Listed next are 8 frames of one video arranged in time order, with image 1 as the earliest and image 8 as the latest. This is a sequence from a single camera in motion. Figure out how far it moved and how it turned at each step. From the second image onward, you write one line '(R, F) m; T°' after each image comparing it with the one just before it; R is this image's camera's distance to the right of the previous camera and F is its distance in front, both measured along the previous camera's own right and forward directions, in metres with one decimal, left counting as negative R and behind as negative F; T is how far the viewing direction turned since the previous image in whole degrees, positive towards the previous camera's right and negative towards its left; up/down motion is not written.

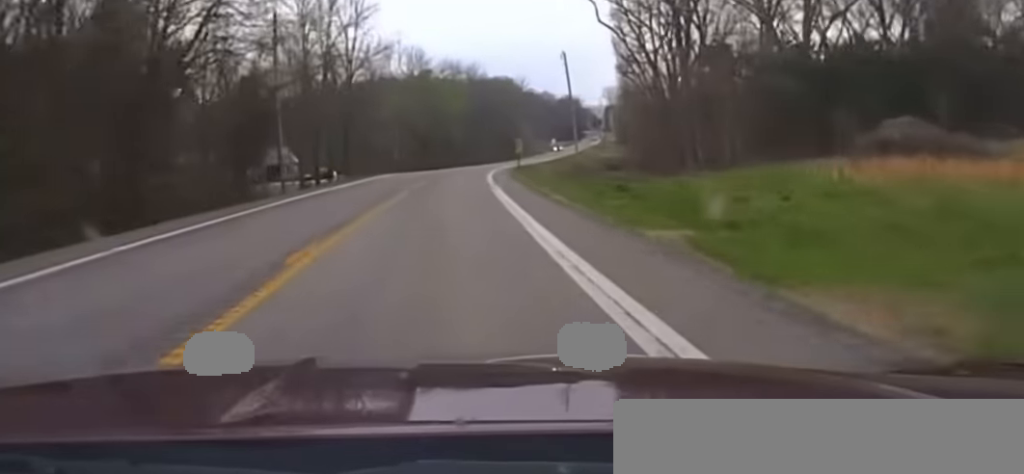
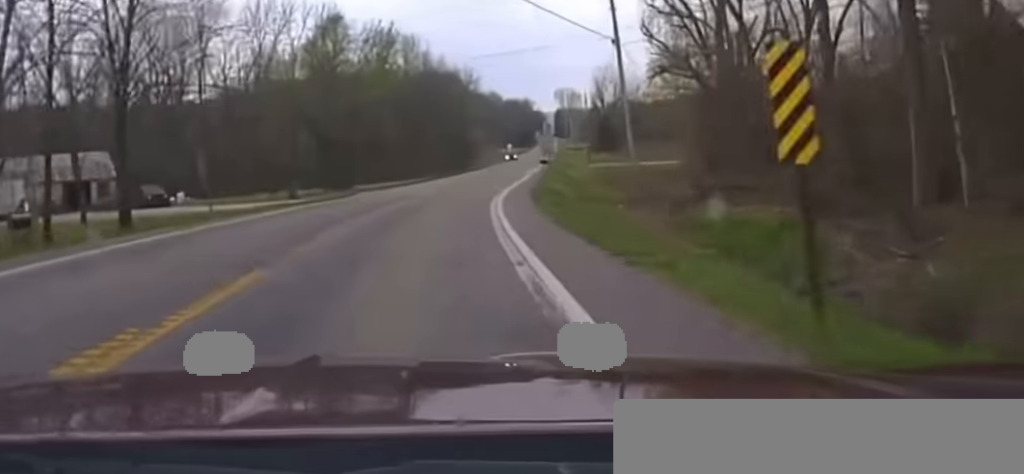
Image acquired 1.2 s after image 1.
(+0.4, +53.1) m; +2°
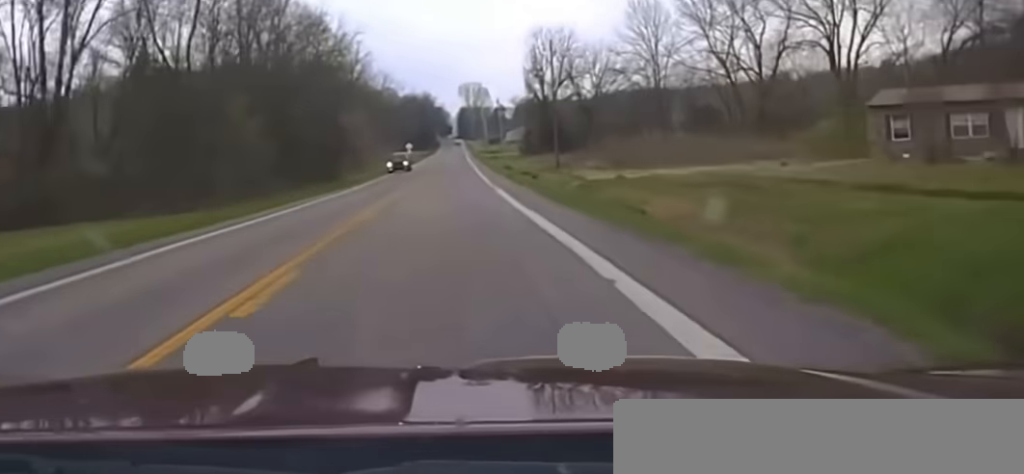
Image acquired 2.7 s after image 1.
(+3.0, +72.1) m; +4°
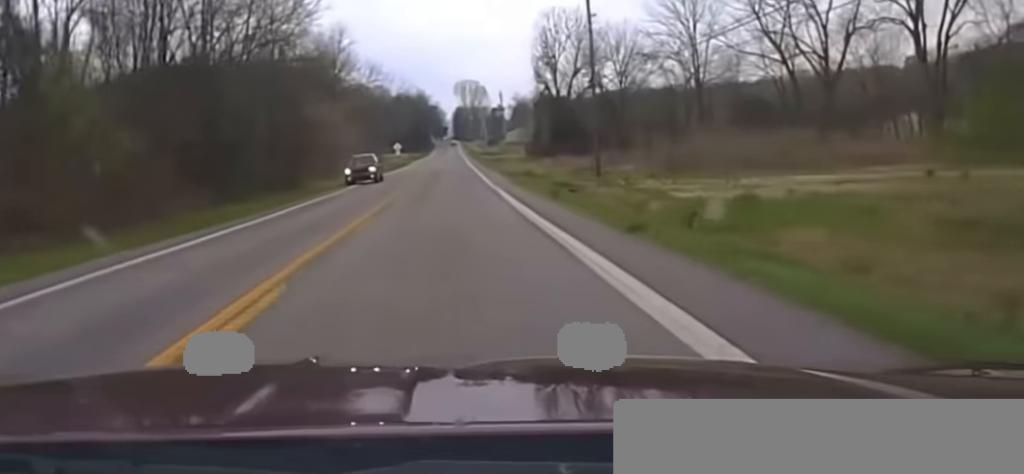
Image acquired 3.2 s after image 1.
(+0.4, +29.9) m; +1°
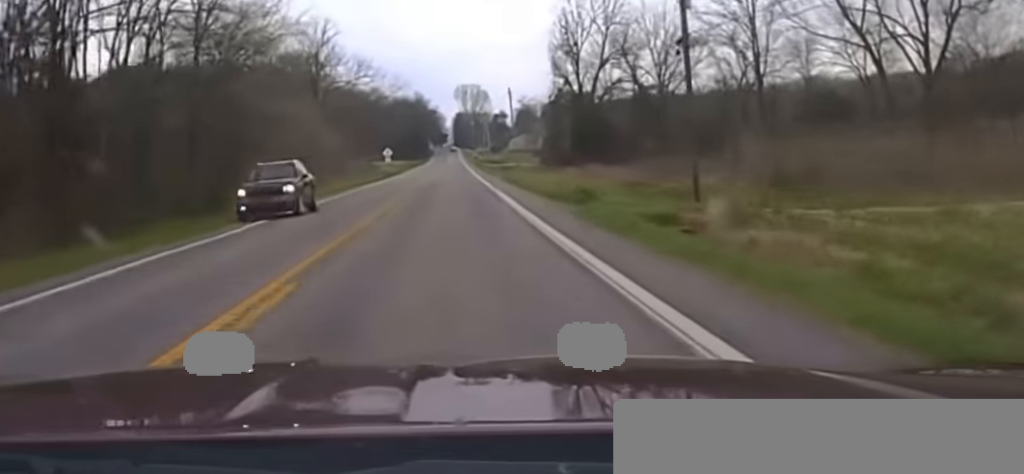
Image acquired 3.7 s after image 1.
(+0.2, +27.0) m; +1°
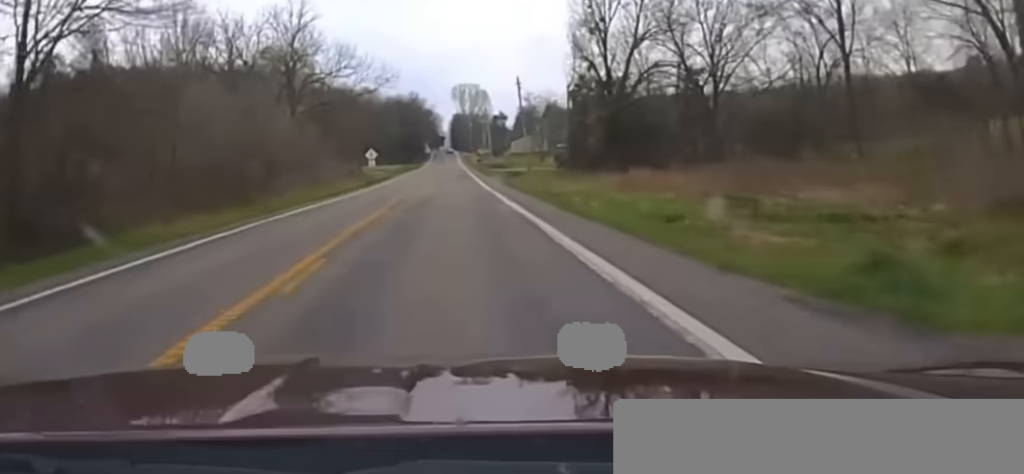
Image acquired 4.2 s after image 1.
(+0.3, +24.0) m; 0°
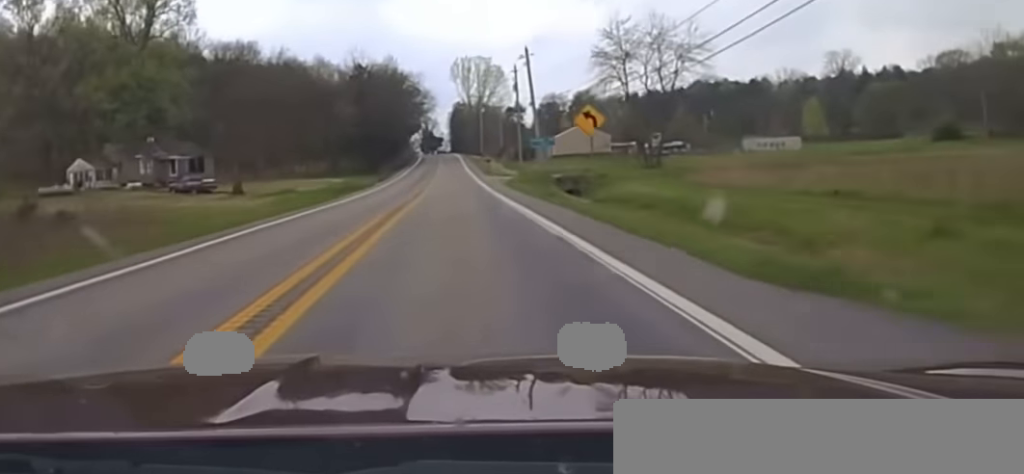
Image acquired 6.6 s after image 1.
(-0.2, +118.3) m; 0°
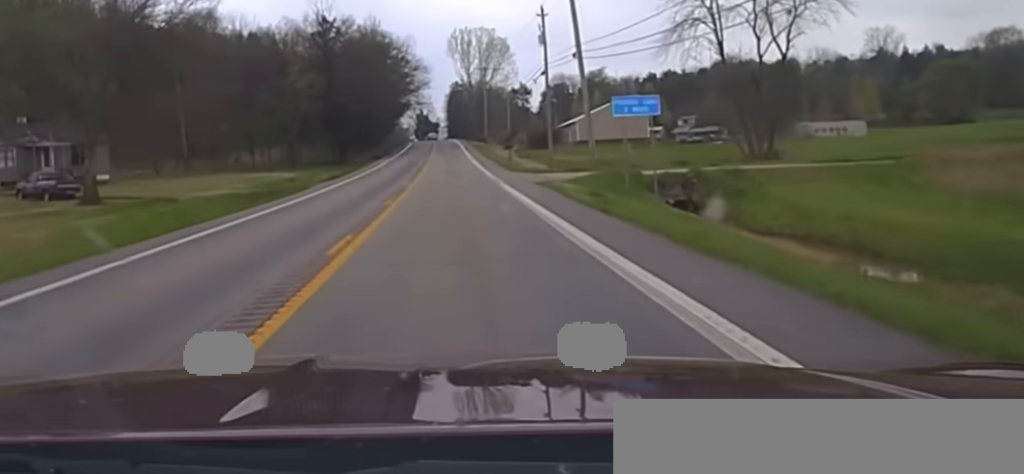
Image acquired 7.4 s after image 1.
(+0.4, +32.9) m; 0°
